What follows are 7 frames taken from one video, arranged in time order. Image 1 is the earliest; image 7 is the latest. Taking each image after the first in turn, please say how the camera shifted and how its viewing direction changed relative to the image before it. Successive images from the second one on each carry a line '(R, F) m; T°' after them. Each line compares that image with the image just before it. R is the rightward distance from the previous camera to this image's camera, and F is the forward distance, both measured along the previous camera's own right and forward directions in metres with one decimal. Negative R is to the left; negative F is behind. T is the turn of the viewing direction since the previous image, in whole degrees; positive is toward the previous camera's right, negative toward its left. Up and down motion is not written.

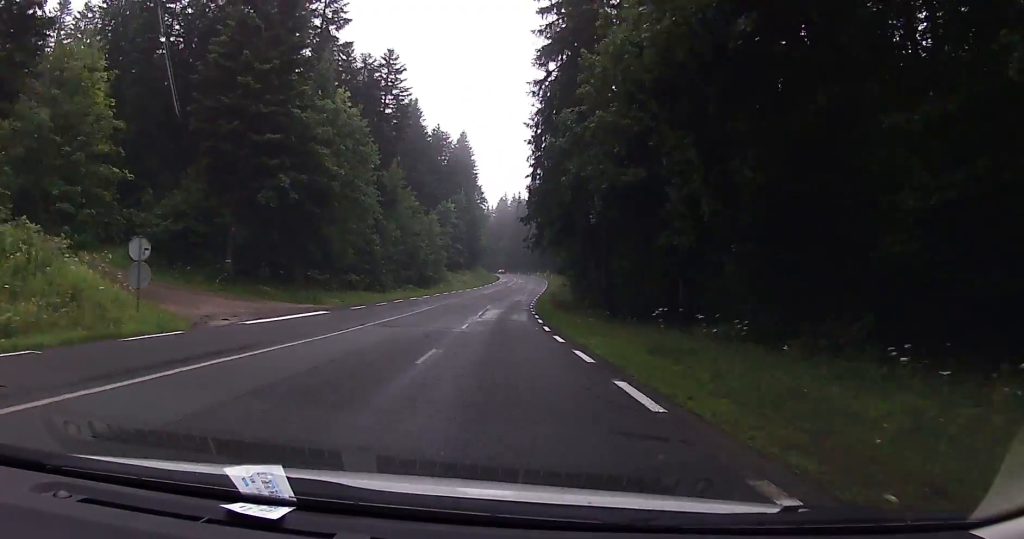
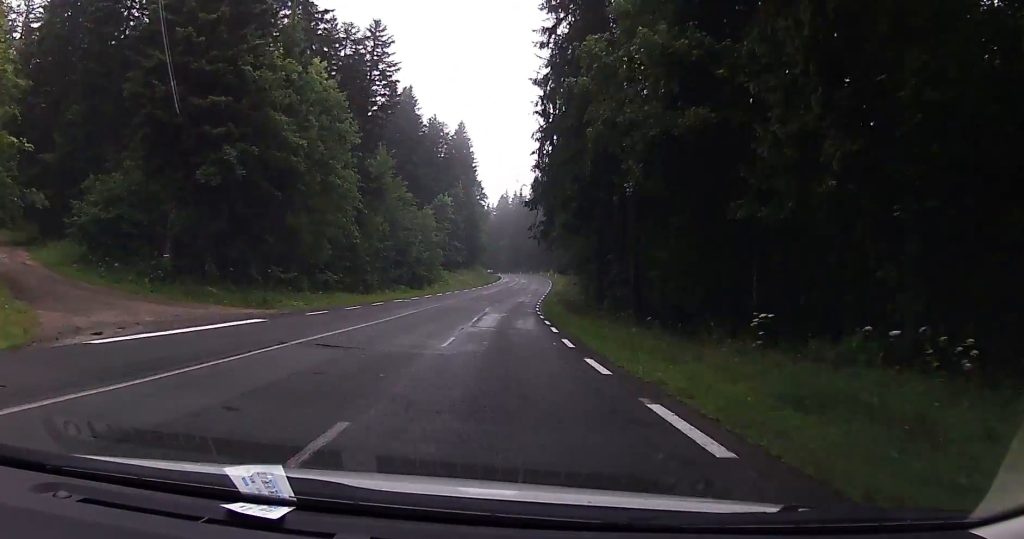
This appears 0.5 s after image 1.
(0.0, +8.7) m; 0°
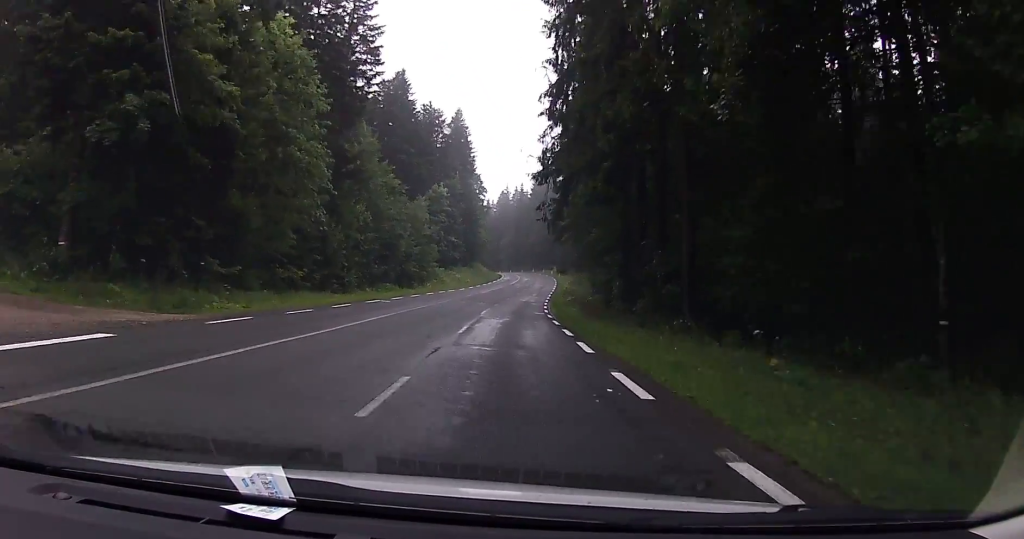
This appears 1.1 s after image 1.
(0.0, +9.7) m; 0°
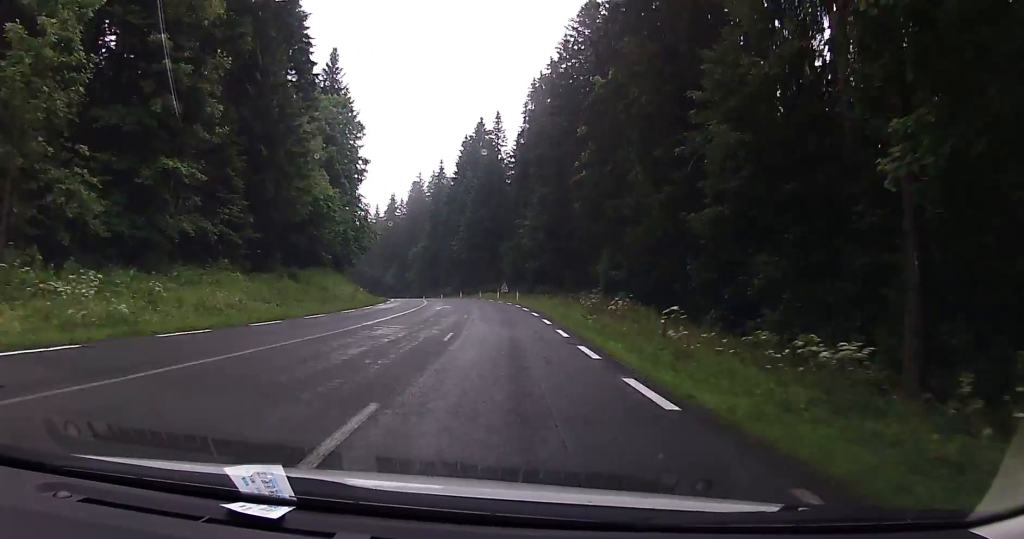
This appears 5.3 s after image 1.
(+1.2, +81.5) m; +5°
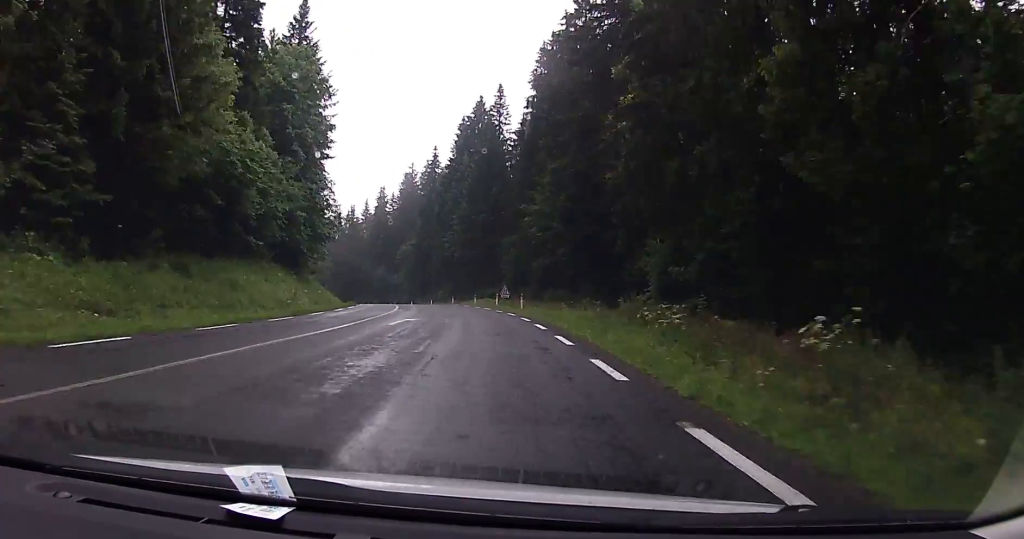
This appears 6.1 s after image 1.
(+0.4, +18.0) m; +2°
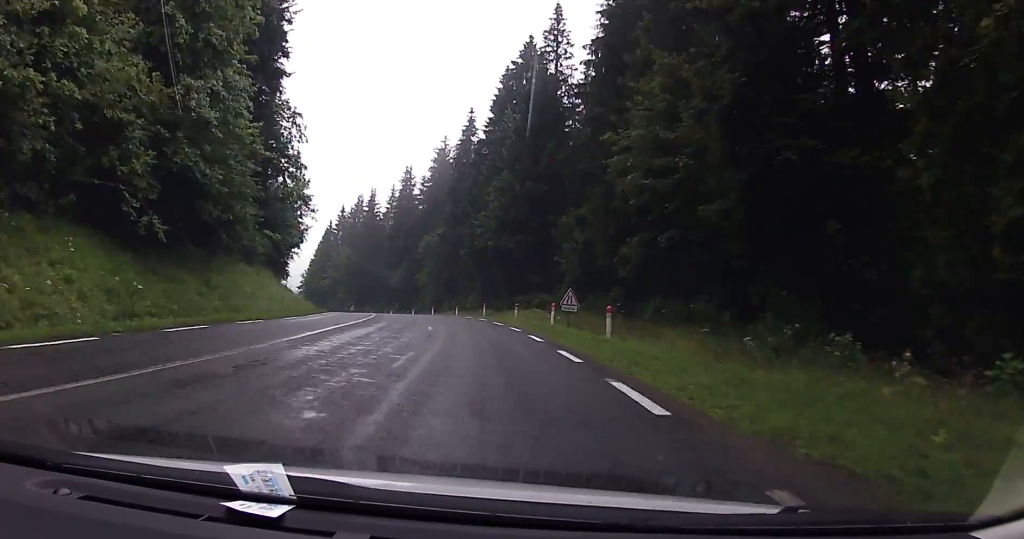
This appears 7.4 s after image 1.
(0.0, +29.5) m; -3°
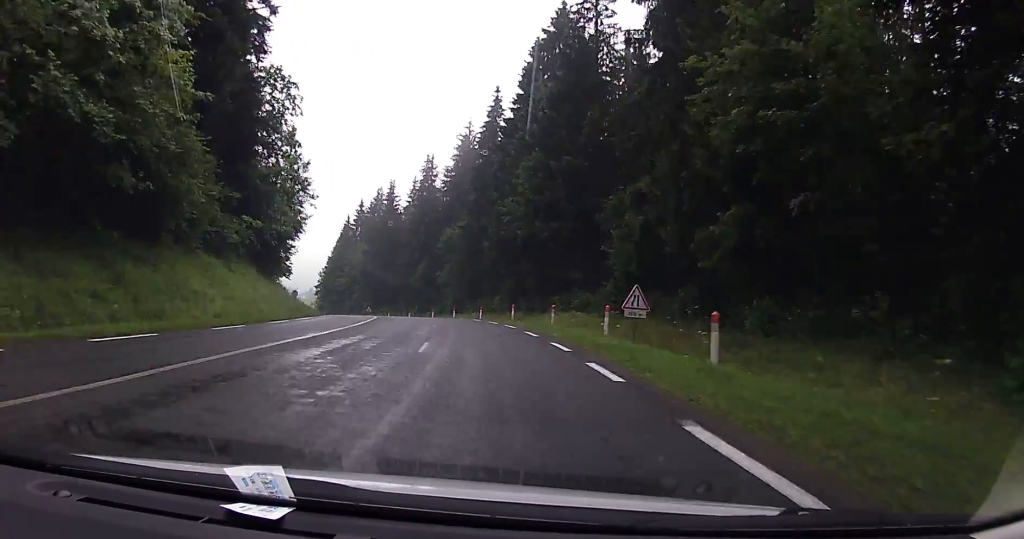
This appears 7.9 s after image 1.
(-0.2, +10.3) m; -3°
